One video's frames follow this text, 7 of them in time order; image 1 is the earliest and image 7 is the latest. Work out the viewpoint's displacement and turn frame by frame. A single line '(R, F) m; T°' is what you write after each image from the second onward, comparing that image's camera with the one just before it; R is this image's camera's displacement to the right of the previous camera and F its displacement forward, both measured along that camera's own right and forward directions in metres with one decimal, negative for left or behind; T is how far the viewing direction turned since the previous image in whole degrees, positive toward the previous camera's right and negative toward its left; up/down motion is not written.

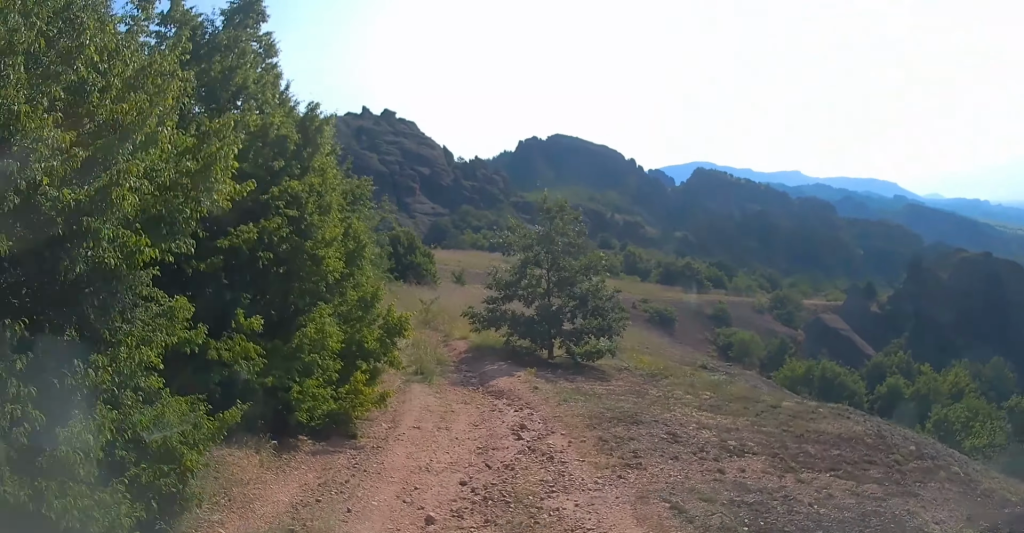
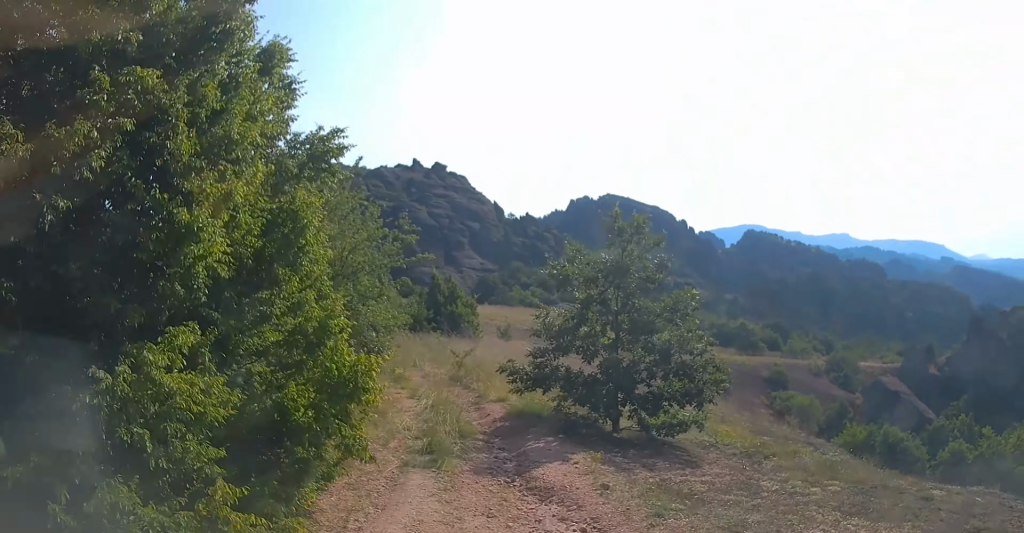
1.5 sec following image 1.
(-0.1, +3.5) m; -3°
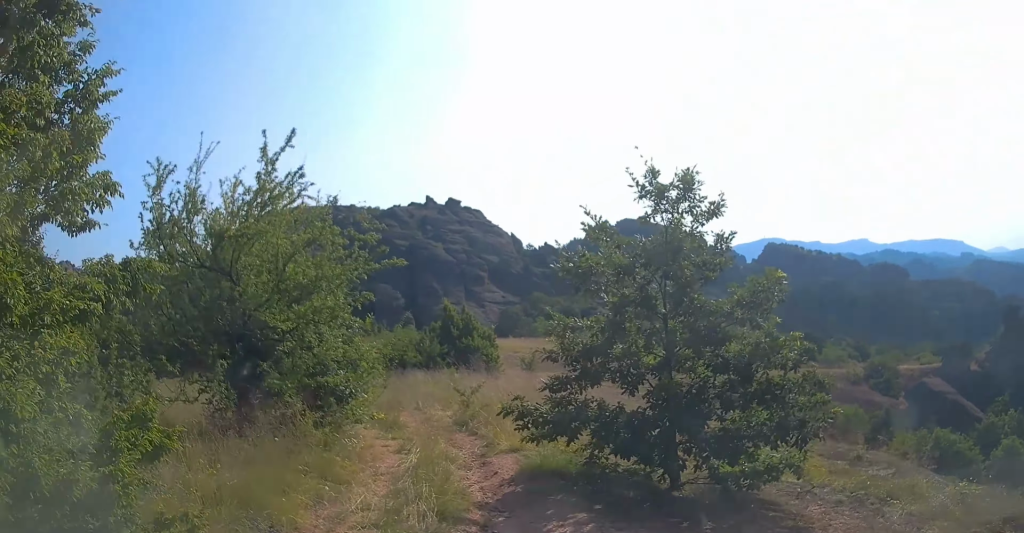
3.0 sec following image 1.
(-0.1, +3.5) m; -2°
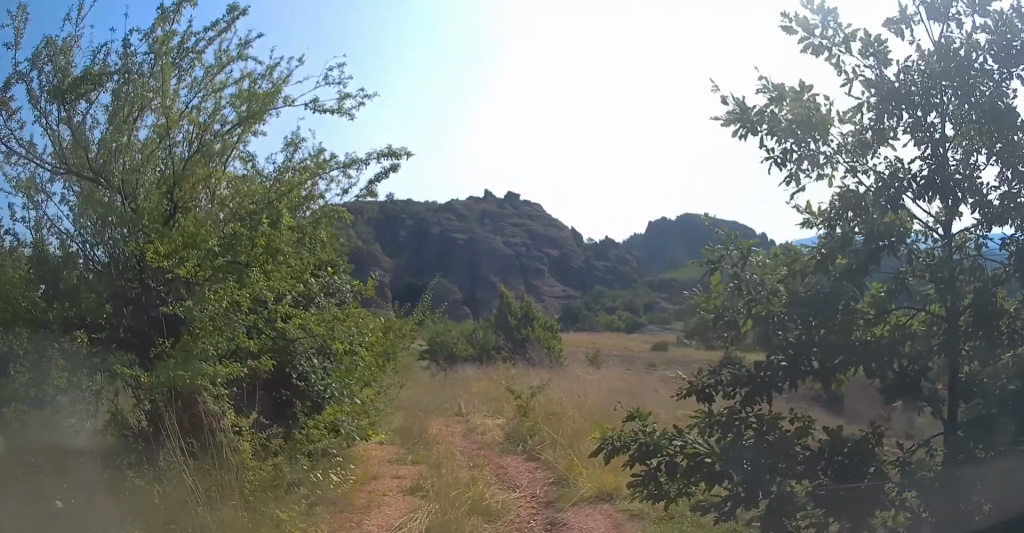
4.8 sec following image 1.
(-0.1, +4.0) m; -1°
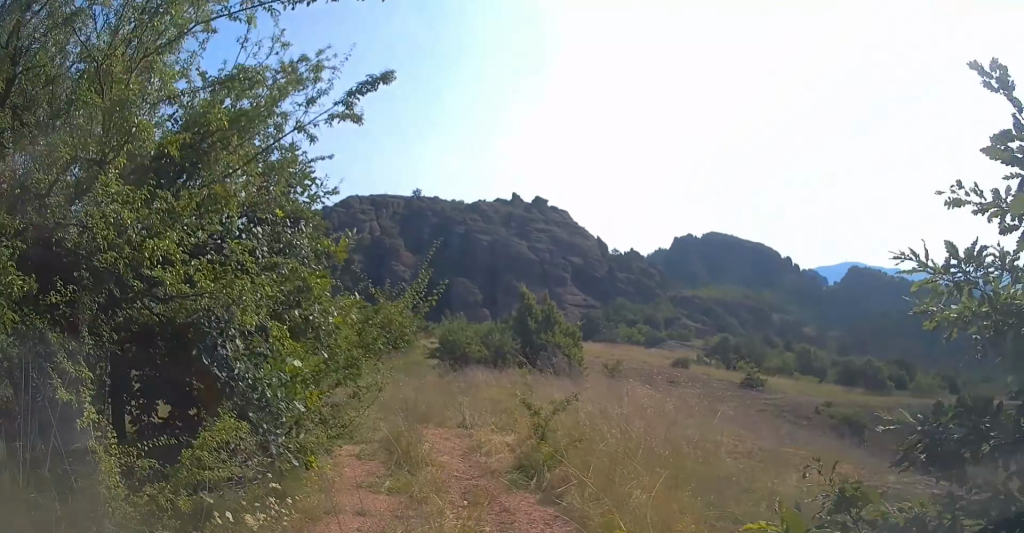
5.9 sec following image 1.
(0.0, +2.2) m; -2°
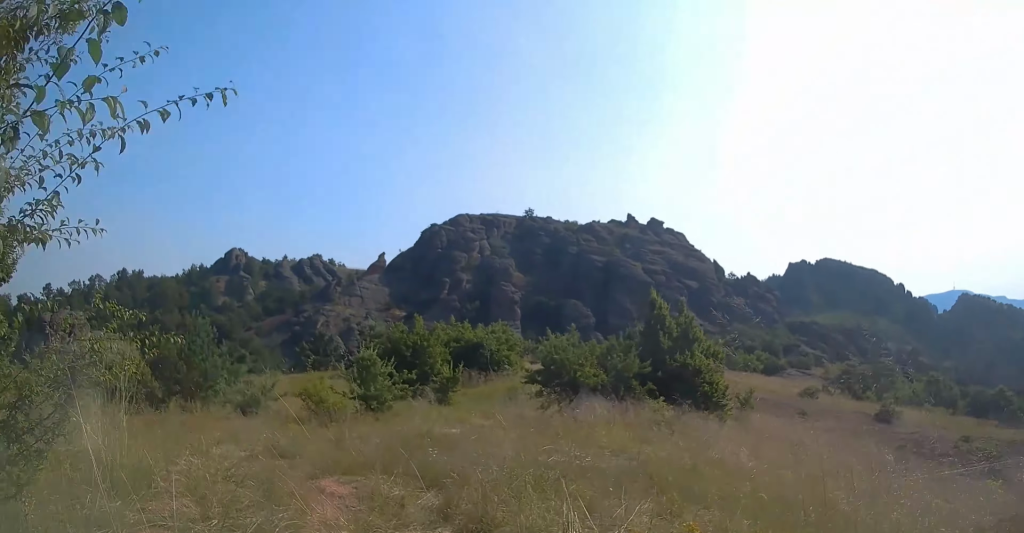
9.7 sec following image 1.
(-0.6, +7.2) m; -14°
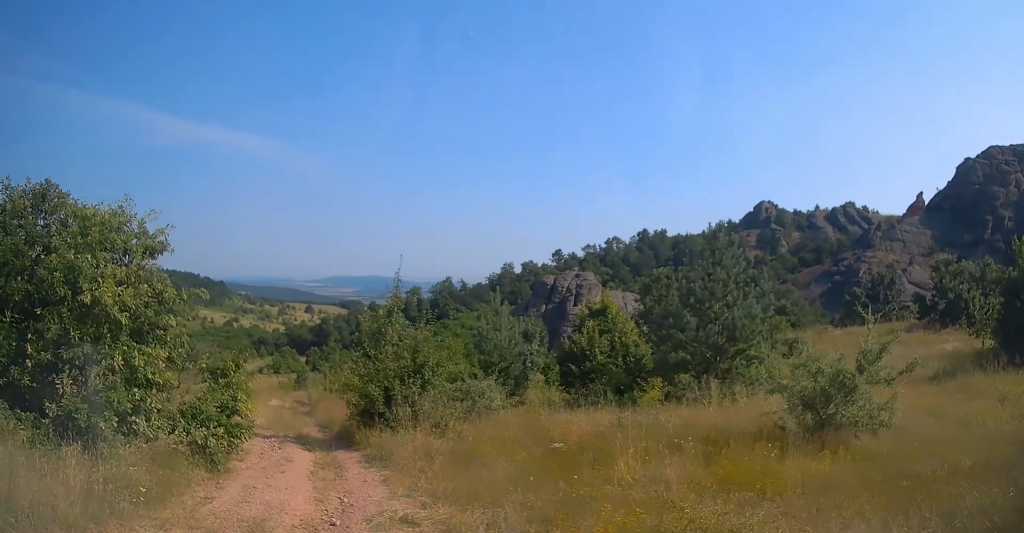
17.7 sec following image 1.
(-5.1, +13.5) m; -46°
